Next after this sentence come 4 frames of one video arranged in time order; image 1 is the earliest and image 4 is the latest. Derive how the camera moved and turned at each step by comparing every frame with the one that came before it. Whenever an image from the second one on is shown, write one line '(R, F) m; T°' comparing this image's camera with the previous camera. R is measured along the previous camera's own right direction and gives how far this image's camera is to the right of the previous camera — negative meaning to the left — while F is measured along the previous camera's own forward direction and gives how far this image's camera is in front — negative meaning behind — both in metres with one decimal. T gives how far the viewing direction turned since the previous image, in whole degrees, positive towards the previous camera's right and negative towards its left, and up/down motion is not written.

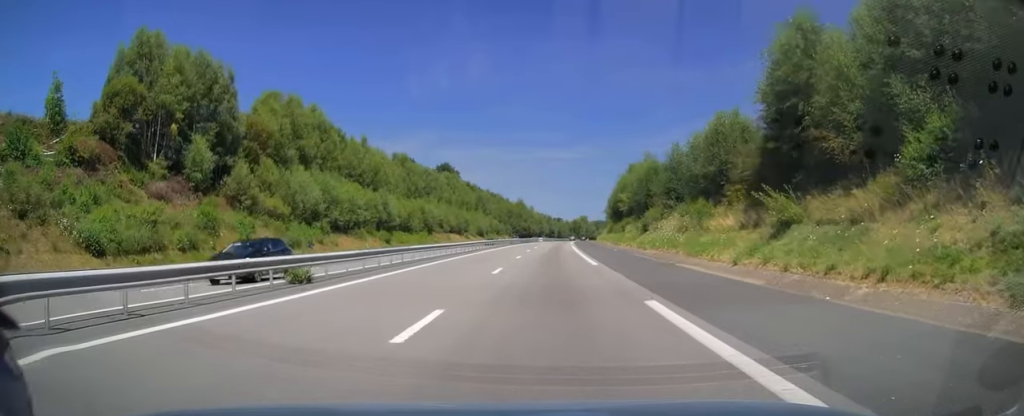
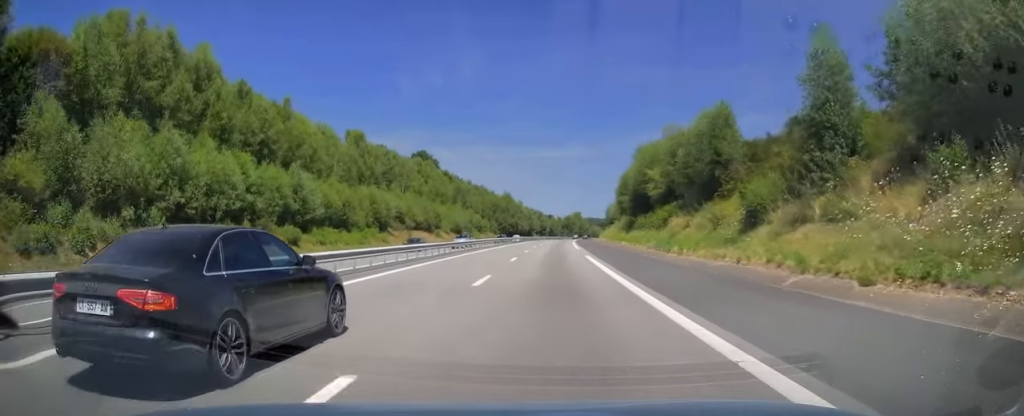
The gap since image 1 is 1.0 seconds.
(+0.5, +31.1) m; +1°
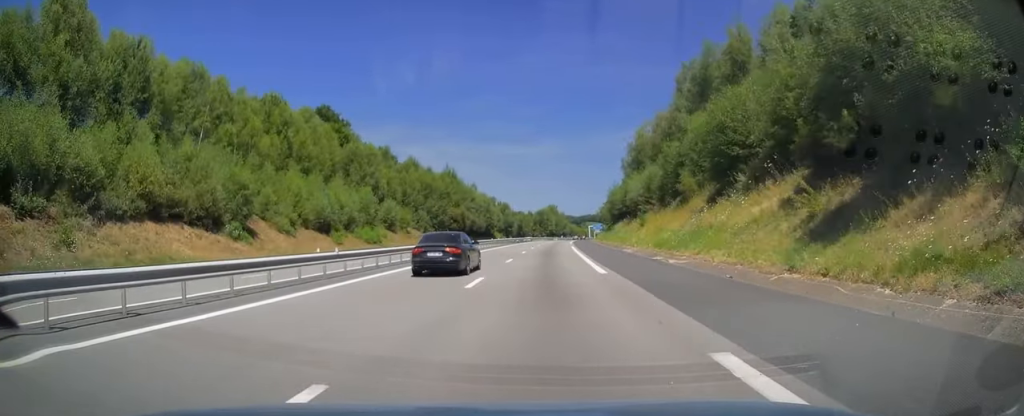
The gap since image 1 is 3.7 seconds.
(+1.5, +78.4) m; +2°
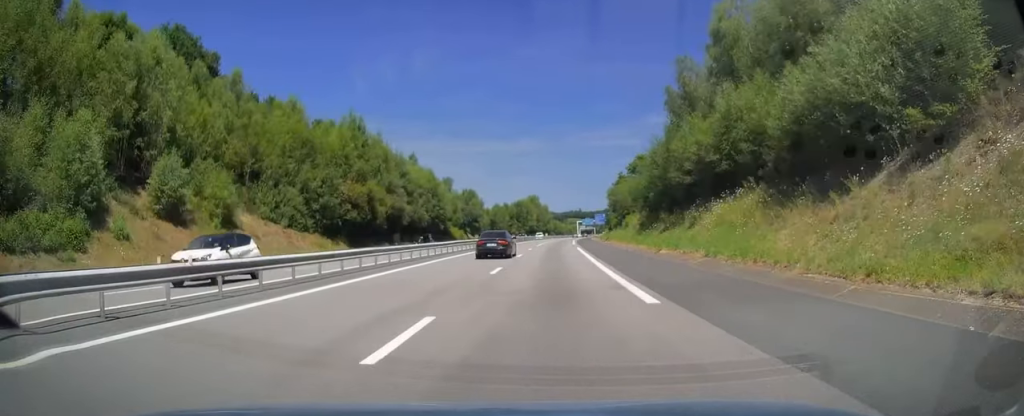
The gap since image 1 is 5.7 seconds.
(+0.9, +60.6) m; +2°
